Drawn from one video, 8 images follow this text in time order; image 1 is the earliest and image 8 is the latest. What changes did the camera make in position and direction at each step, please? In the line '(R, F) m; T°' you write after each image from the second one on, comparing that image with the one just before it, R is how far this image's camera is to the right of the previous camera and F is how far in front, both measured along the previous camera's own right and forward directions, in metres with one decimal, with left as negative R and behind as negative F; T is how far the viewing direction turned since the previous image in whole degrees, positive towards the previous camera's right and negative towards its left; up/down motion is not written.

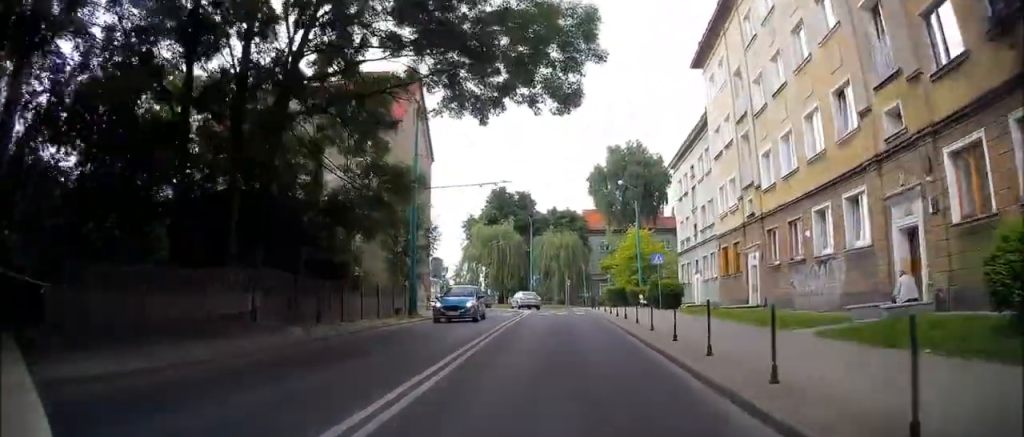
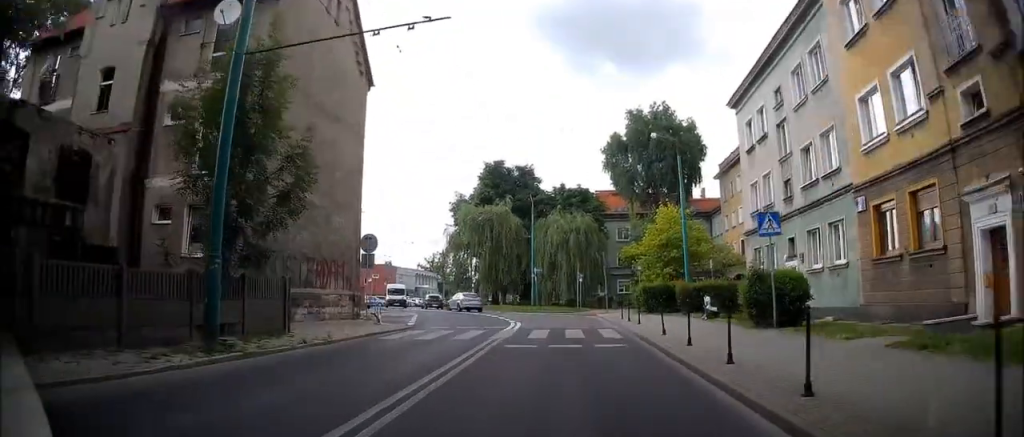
(+0.2, +15.6) m; +1°
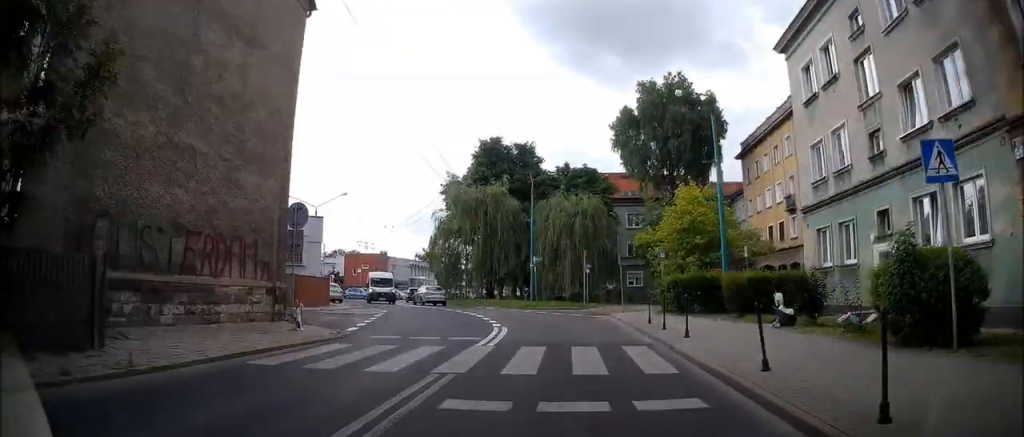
(0.0, +7.5) m; -1°
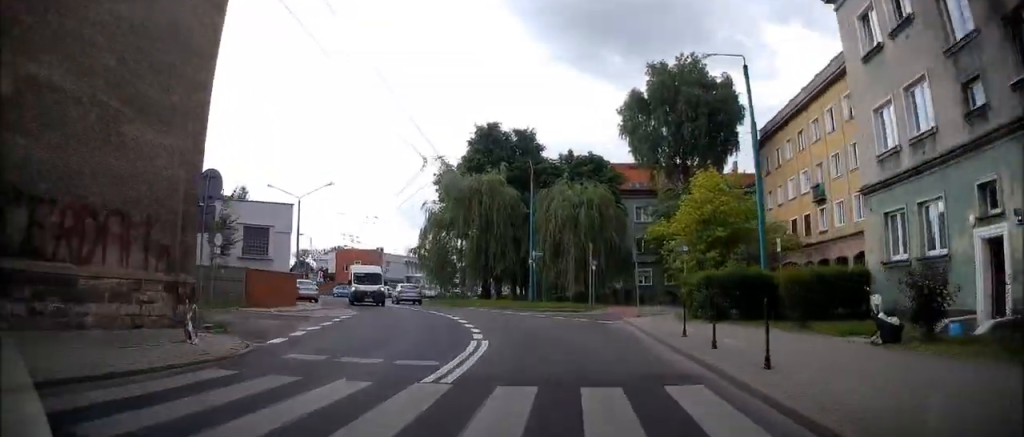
(0.0, +4.8) m; -1°
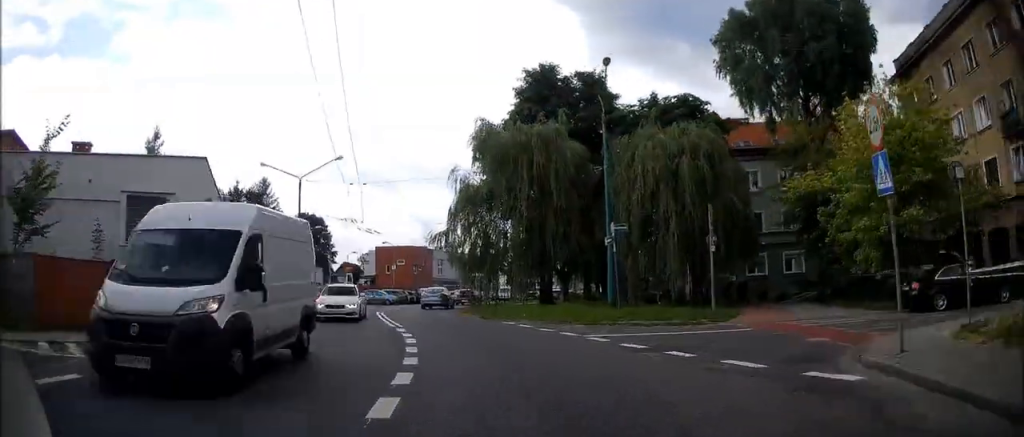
(-0.9, +15.2) m; -9°
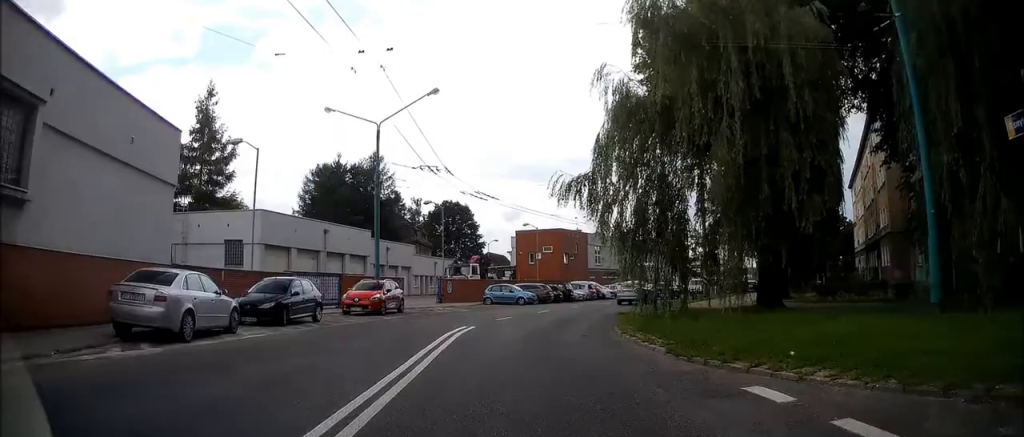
(-2.0, +15.7) m; -15°
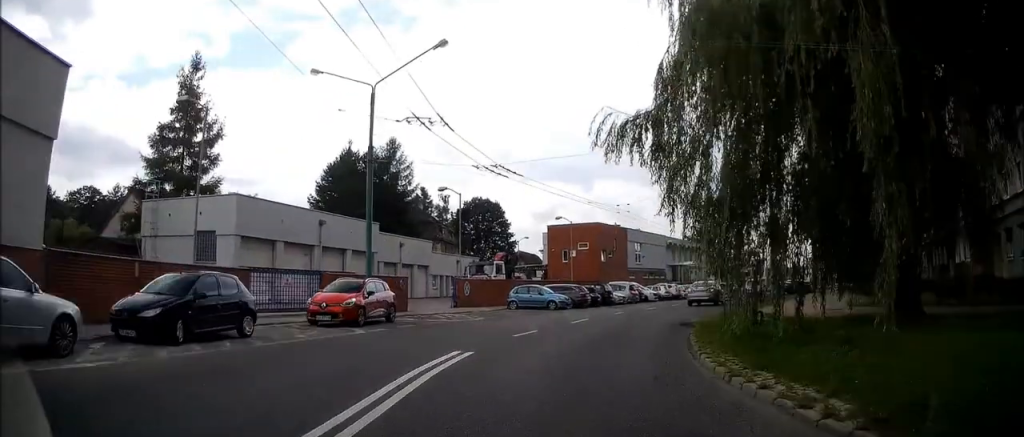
(-0.4, +6.6) m; -1°
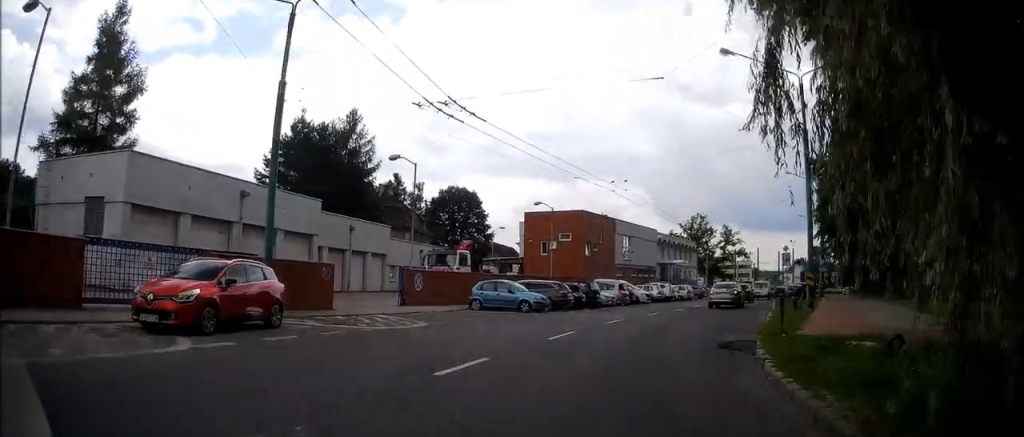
(0.0, +7.2) m; +2°
